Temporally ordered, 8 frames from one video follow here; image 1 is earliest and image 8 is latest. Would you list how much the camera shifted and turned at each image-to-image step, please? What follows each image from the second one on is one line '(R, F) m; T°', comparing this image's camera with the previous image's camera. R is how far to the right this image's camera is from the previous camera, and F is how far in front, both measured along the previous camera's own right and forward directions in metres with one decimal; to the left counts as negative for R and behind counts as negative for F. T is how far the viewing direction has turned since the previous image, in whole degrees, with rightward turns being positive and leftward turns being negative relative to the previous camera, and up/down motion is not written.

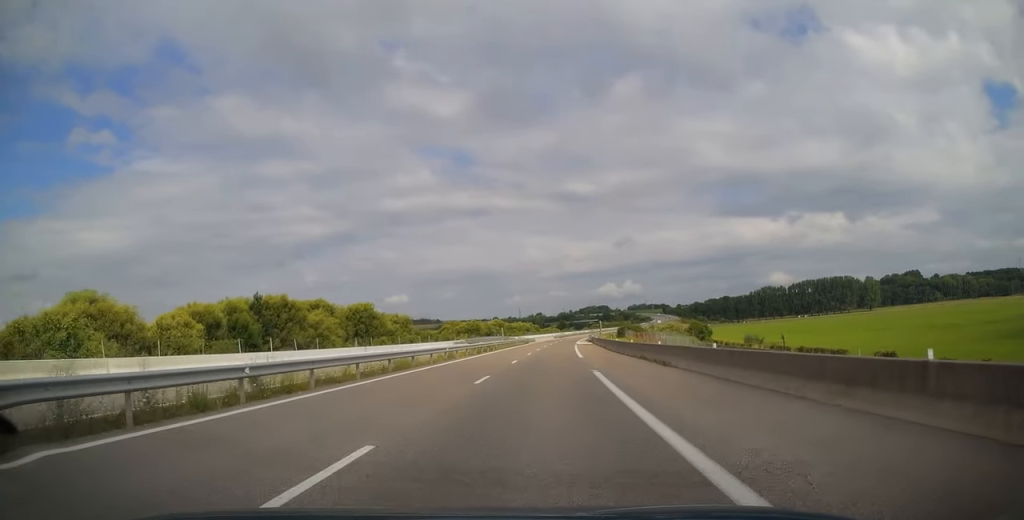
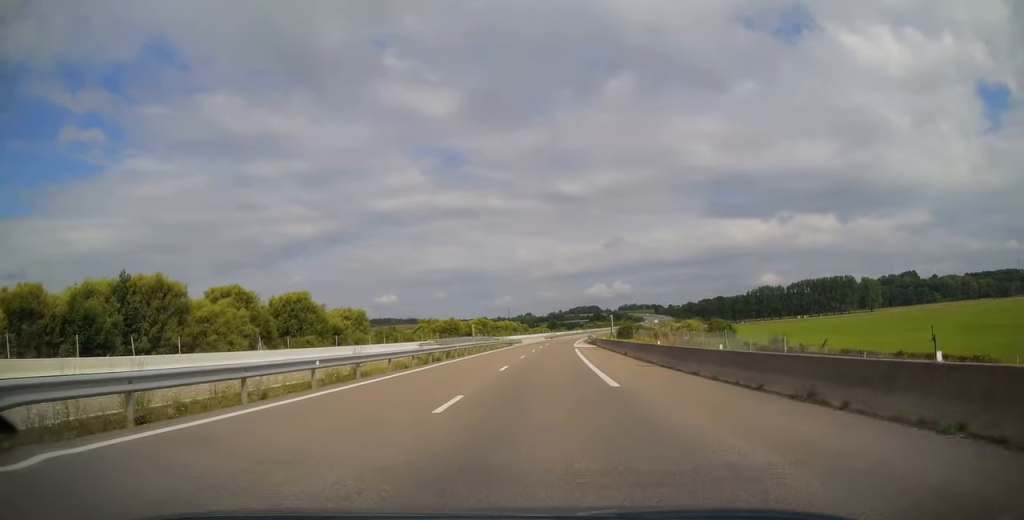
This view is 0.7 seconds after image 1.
(-0.1, +20.0) m; +1°
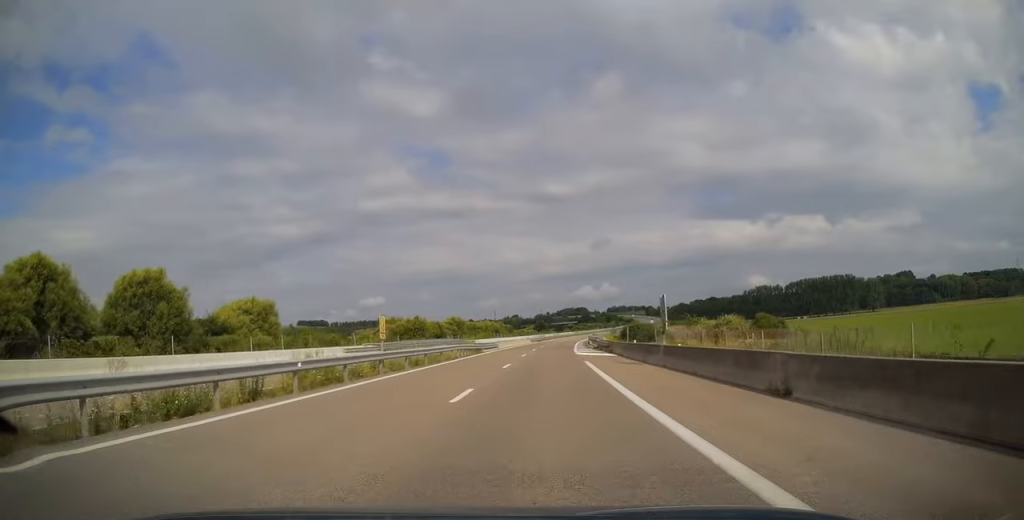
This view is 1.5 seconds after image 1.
(+0.4, +24.9) m; +2°
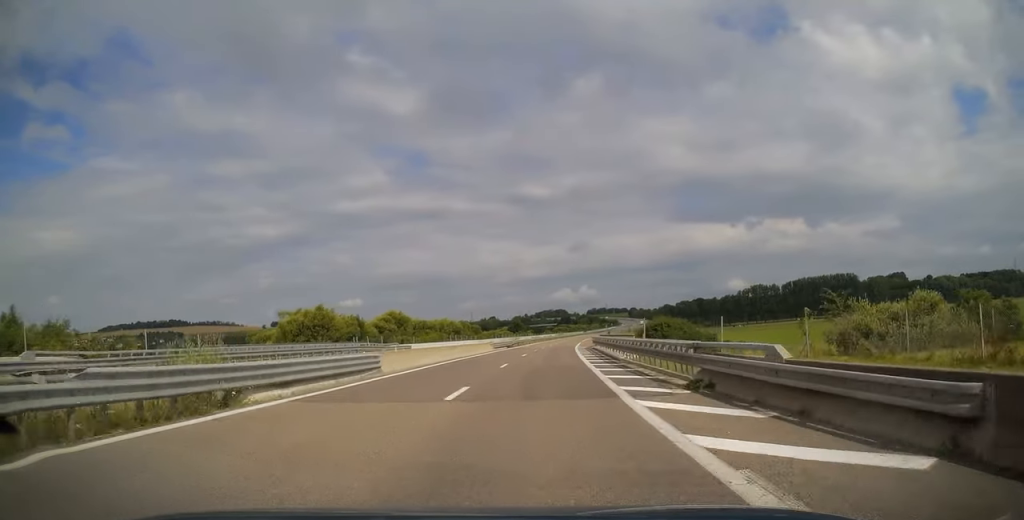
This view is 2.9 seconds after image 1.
(+0.8, +39.1) m; +2°
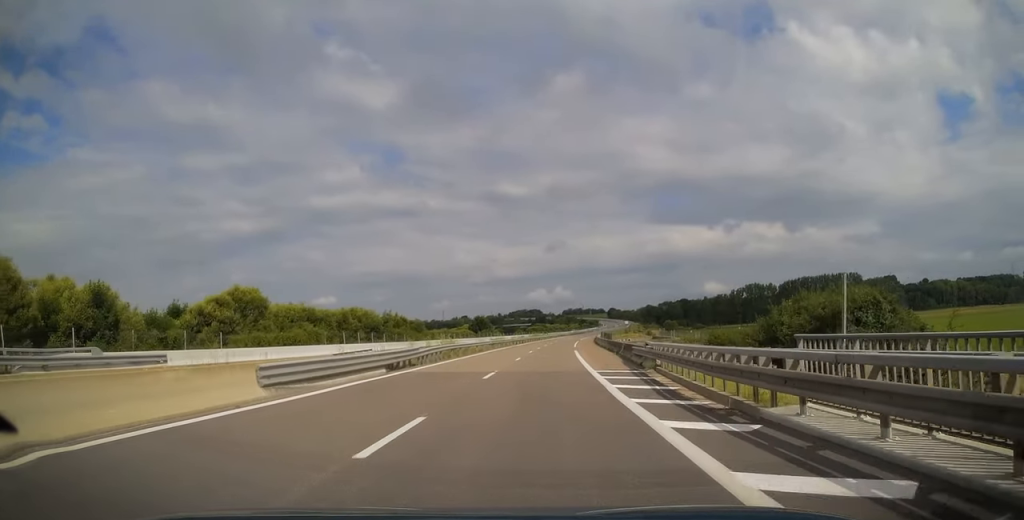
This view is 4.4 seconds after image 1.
(+1.2, +45.1) m; +3°
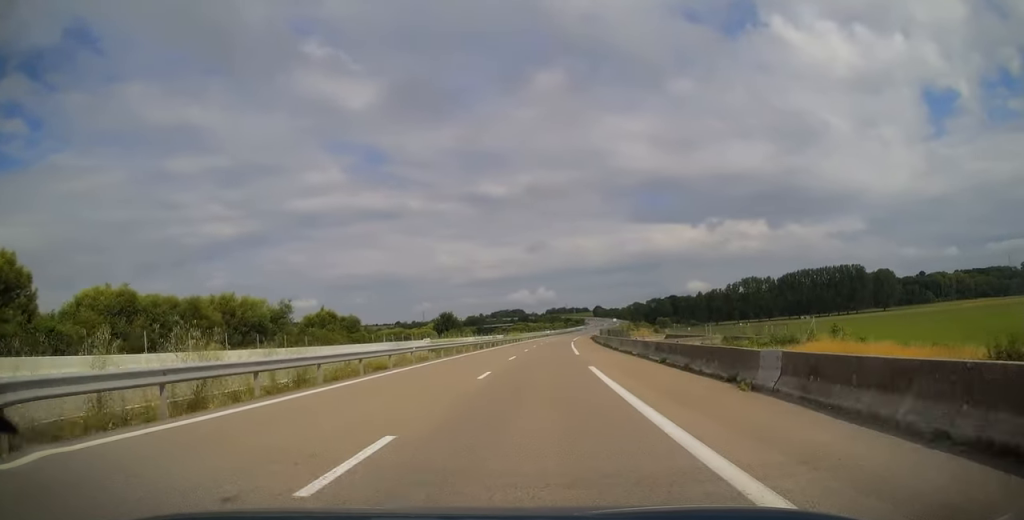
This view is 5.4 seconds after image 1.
(+0.4, +29.4) m; +1°
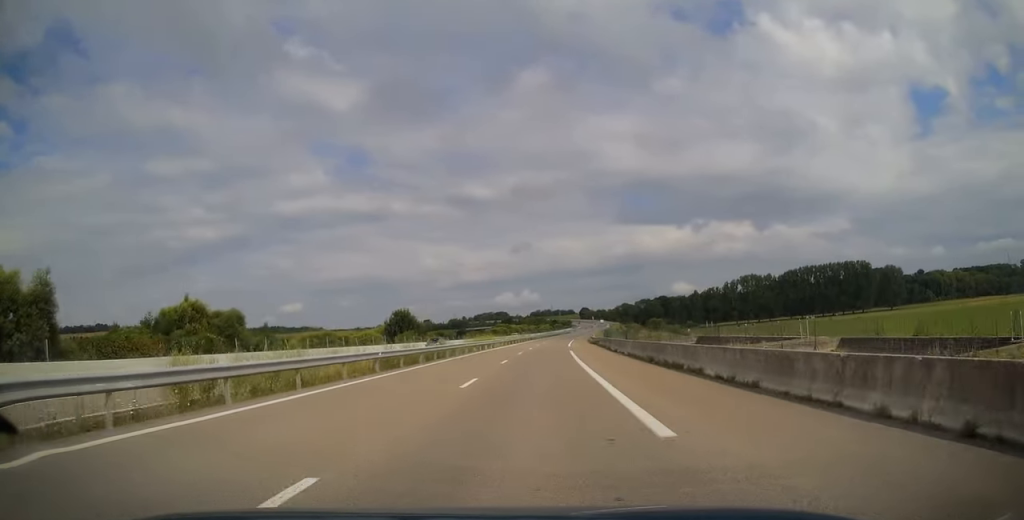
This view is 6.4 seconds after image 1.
(+0.1, +28.9) m; +1°
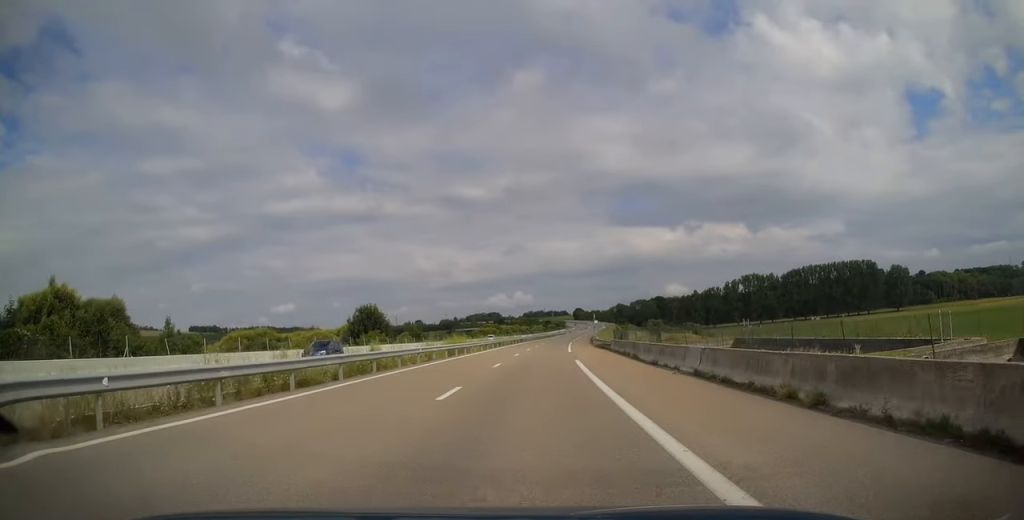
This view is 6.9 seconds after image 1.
(0.0, +16.1) m; +1°
